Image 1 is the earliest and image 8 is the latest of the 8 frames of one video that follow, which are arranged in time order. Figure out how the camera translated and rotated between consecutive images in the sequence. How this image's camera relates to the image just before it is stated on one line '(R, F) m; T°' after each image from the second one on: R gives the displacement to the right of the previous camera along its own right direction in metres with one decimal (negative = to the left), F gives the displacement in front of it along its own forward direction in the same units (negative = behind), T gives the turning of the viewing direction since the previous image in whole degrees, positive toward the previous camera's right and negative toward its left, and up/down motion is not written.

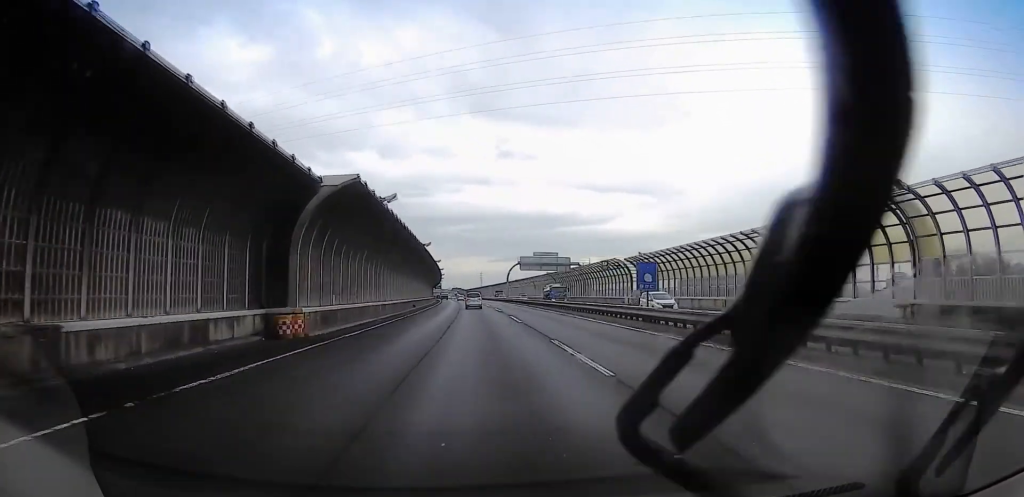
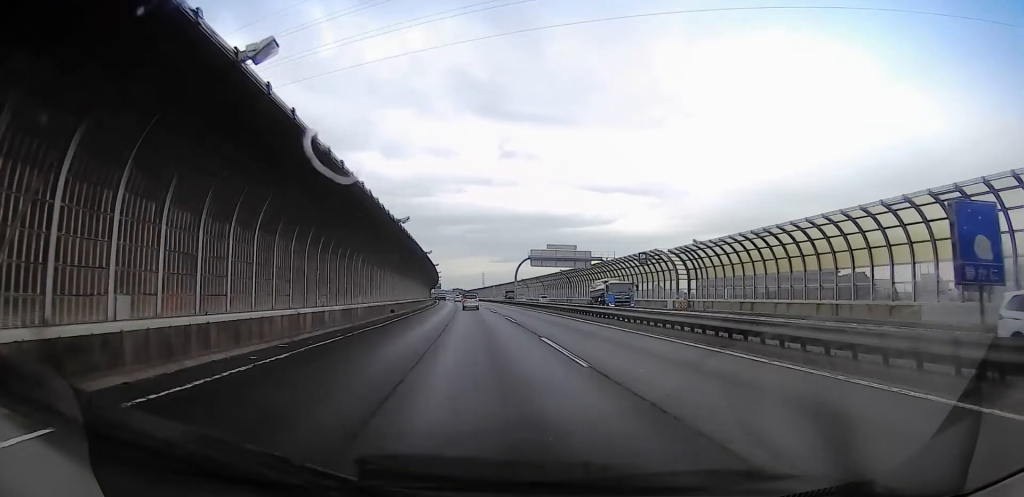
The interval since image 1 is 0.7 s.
(+0.2, +18.1) m; 0°
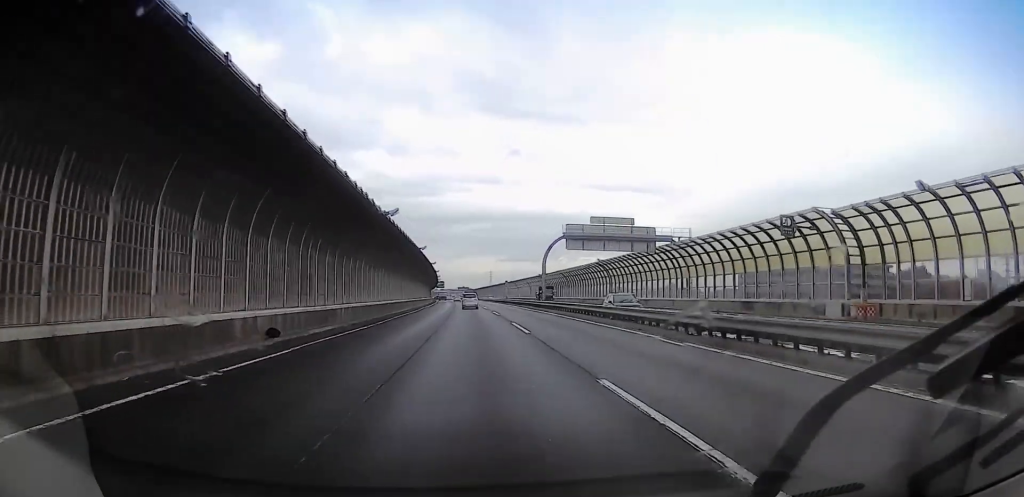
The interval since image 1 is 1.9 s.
(-0.2, +29.9) m; -1°
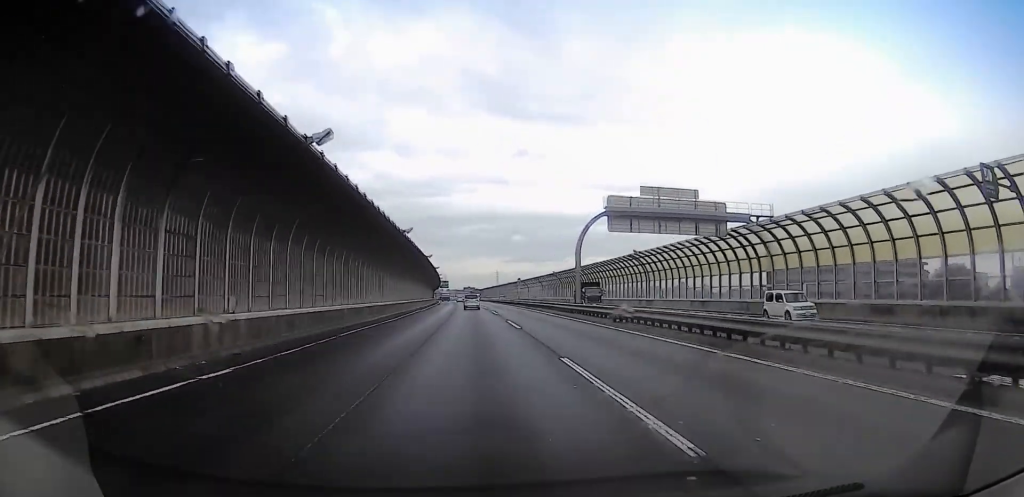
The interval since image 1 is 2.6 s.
(0.0, +15.9) m; -2°
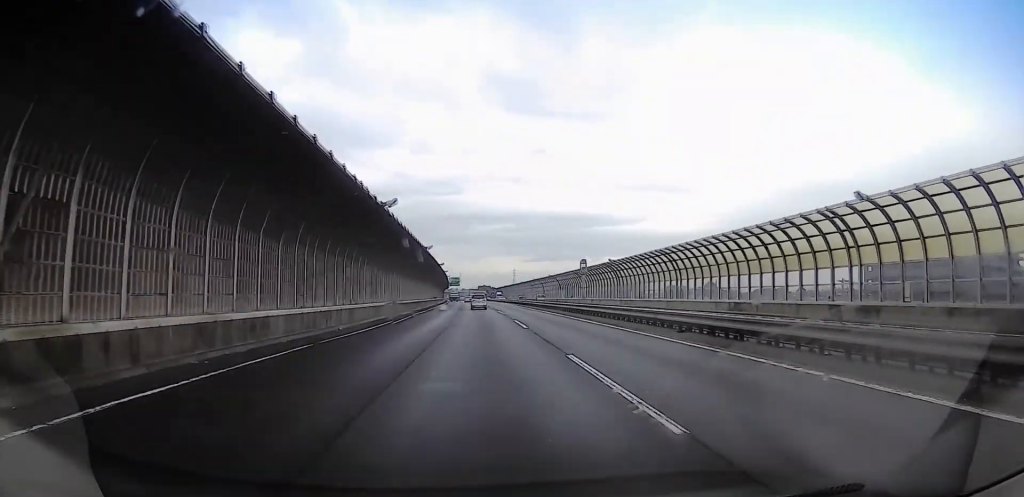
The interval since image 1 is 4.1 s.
(-1.3, +39.0) m; -1°
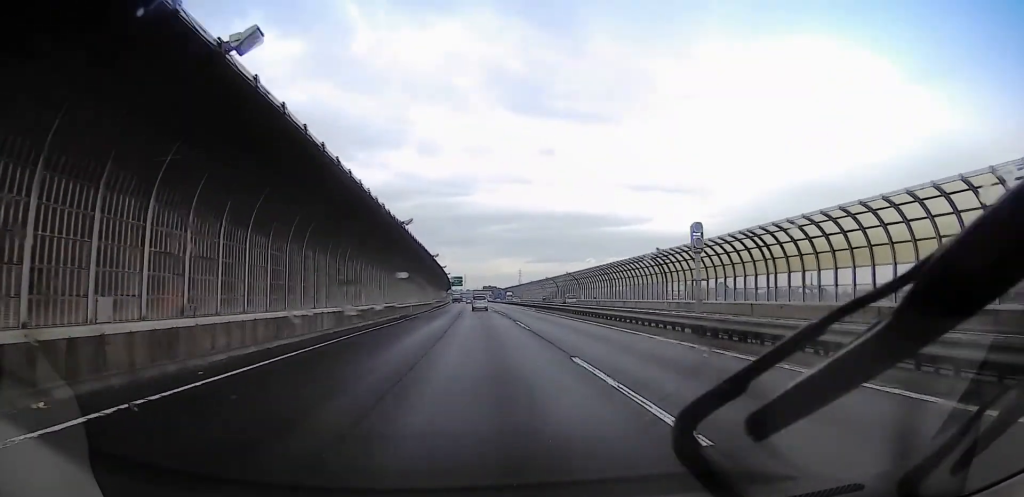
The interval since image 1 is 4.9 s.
(+1.0, +20.1) m; -1°
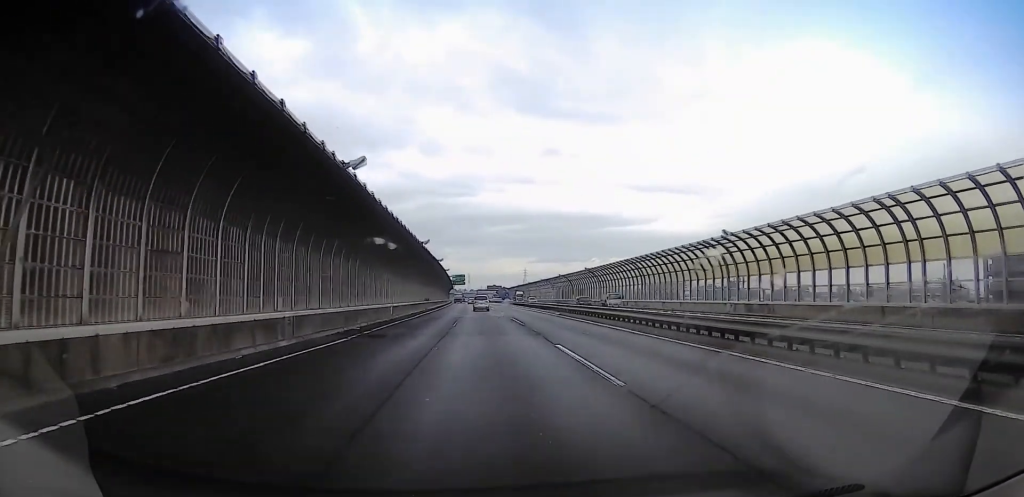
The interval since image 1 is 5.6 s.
(-0.9, +16.6) m; -2°
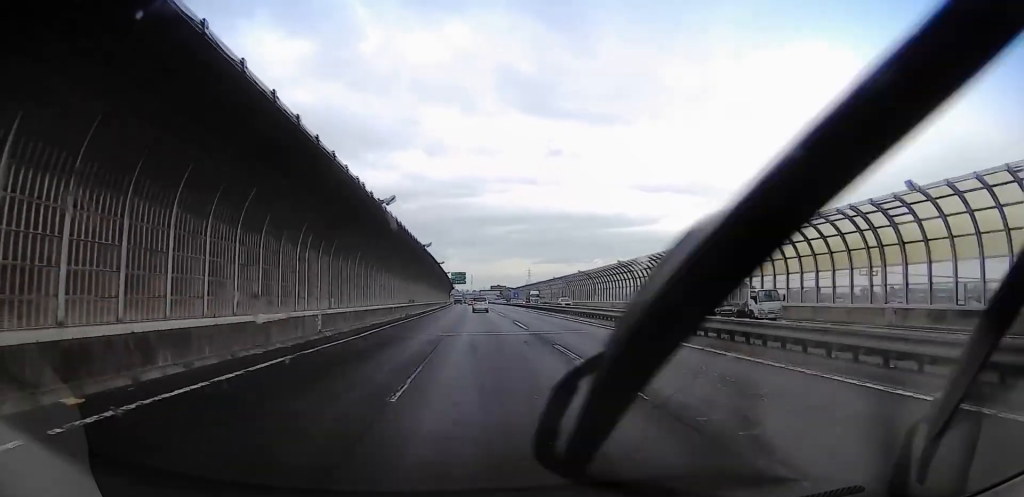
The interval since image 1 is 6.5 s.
(-0.5, +21.7) m; 0°
